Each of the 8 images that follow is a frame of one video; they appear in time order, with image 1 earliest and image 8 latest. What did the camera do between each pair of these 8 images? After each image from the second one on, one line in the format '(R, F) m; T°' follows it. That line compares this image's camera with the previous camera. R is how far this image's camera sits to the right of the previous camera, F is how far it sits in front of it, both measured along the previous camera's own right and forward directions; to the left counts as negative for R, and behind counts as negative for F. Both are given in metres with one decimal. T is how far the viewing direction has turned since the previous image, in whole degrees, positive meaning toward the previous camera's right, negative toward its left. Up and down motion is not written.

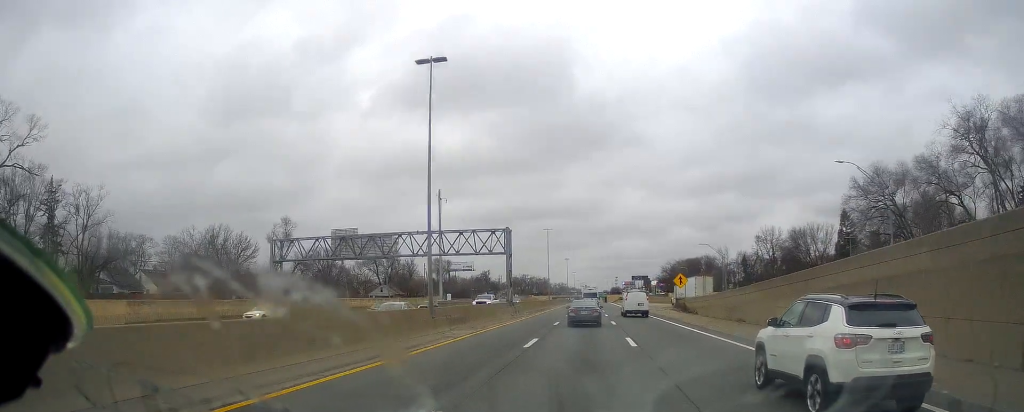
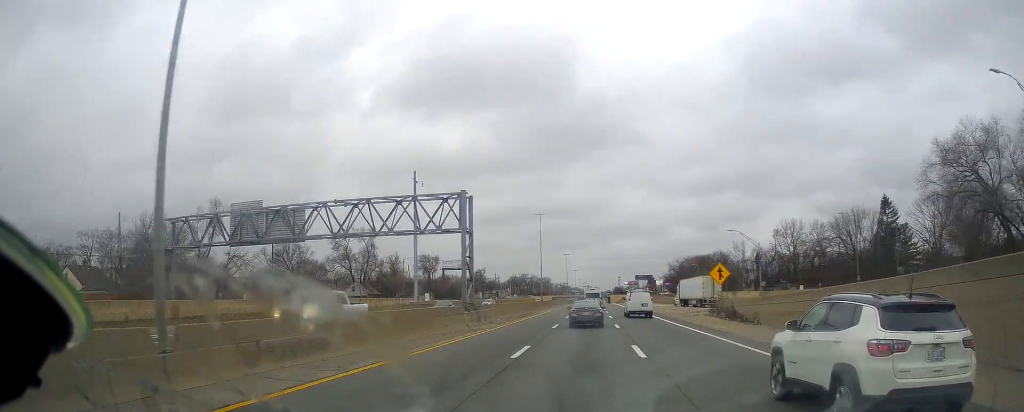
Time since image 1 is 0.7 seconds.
(+0.3, +18.6) m; 0°
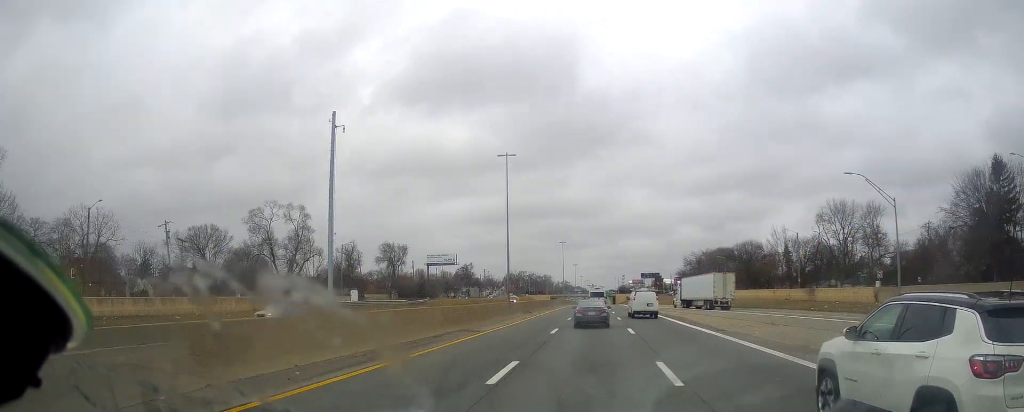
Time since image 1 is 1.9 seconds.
(-0.5, +35.5) m; 0°
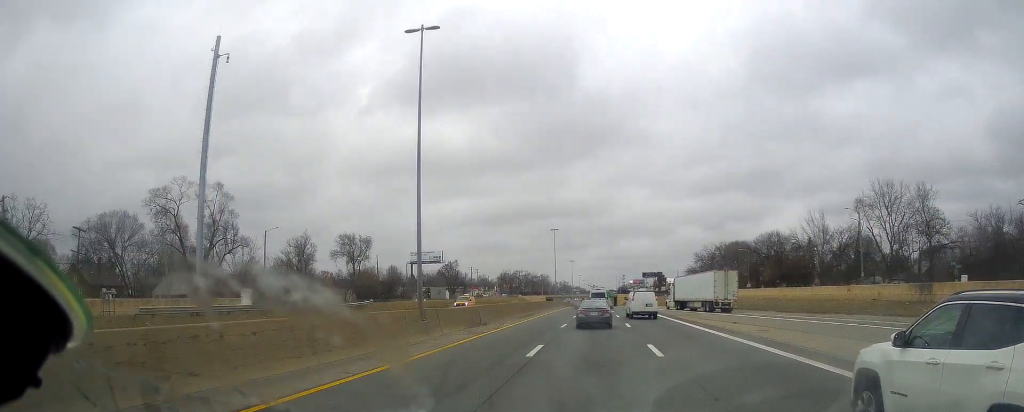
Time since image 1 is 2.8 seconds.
(+0.1, +25.3) m; +1°
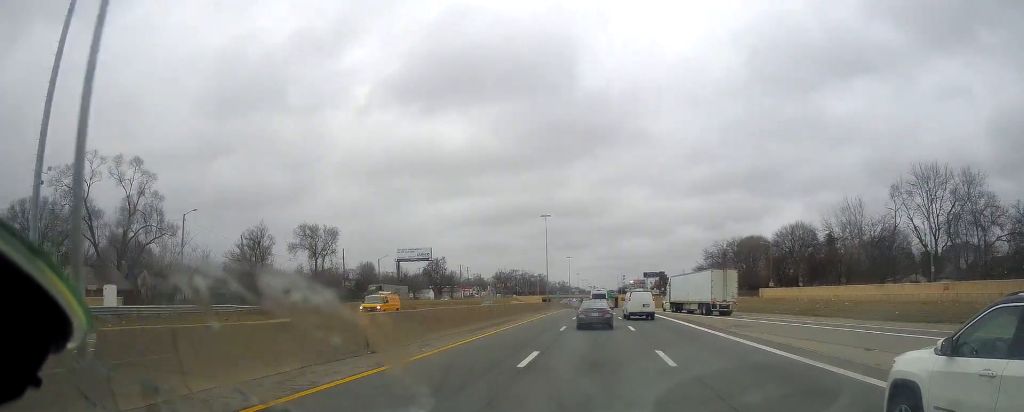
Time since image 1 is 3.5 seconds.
(+0.5, +17.7) m; +1°
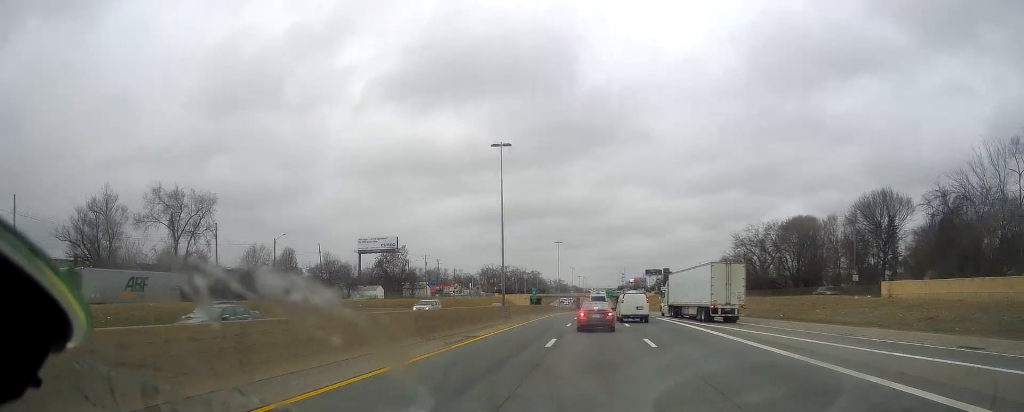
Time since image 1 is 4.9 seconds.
(-0.4, +40.1) m; -1°
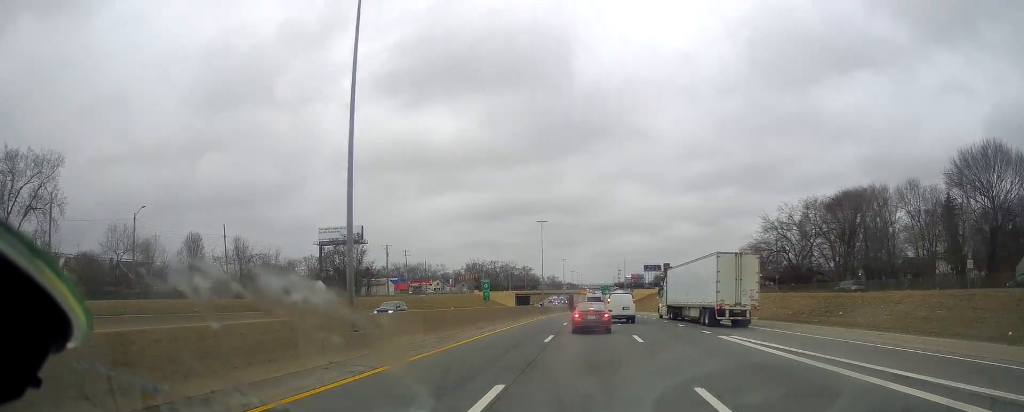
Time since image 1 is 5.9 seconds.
(-0.3, +27.9) m; 0°
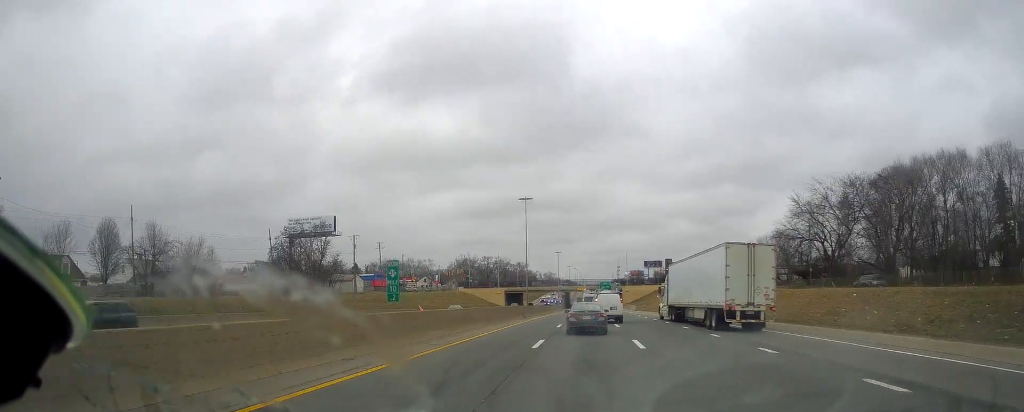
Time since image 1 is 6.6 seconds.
(+0.2, +18.5) m; +1°
